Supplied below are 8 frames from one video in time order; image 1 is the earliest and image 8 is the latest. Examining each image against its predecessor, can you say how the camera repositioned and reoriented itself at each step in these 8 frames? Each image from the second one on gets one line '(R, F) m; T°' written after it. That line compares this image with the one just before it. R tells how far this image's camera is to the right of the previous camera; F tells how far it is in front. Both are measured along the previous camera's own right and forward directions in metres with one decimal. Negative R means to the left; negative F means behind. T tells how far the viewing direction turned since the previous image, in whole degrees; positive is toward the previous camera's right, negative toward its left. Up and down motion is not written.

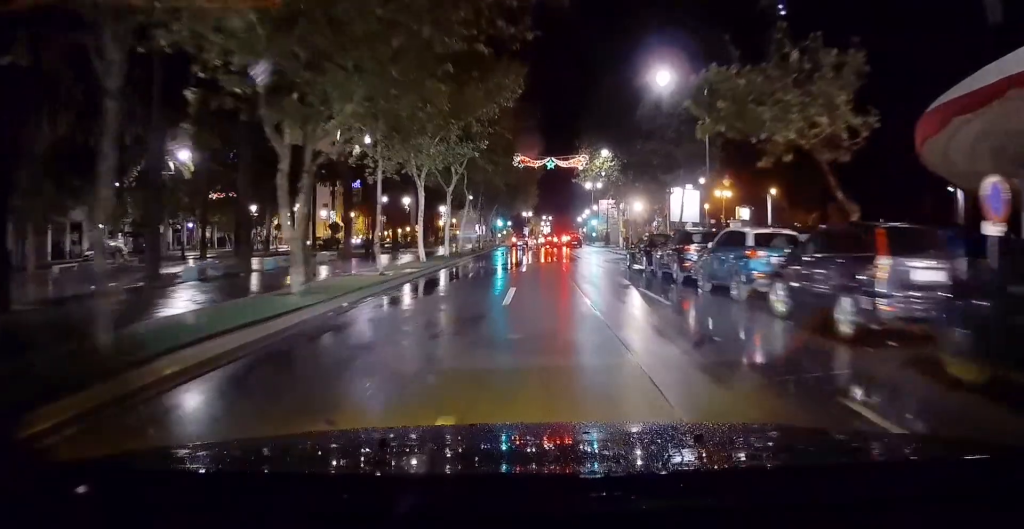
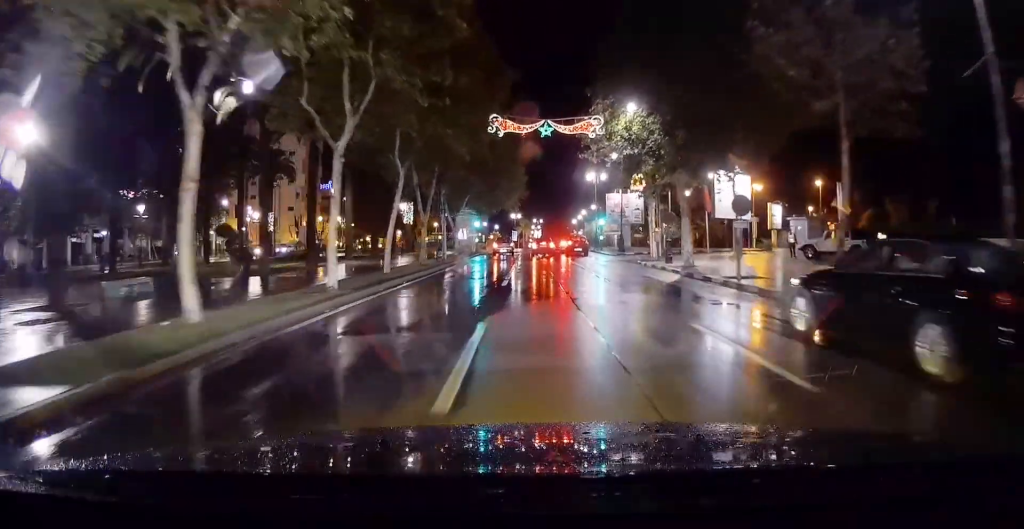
(-0.1, +18.1) m; 0°
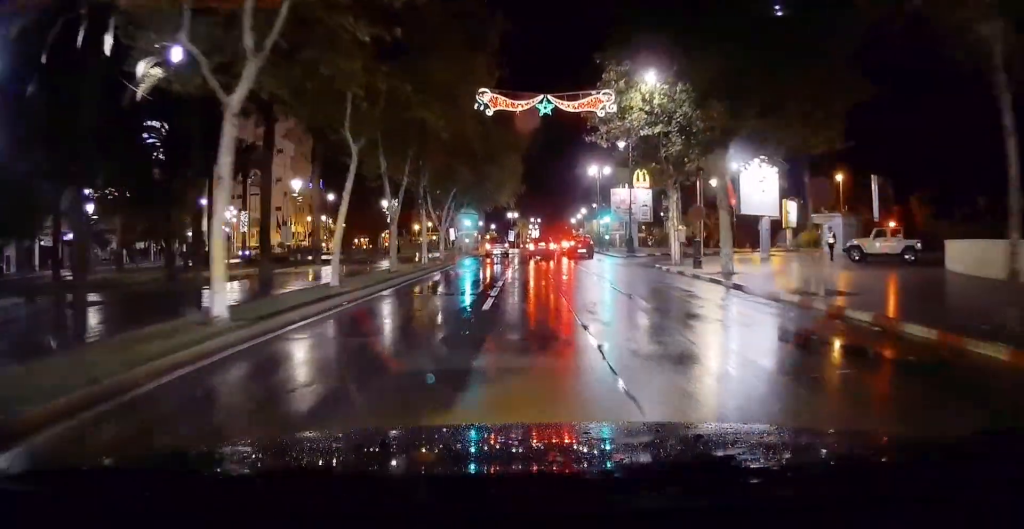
(0.0, +6.1) m; -2°
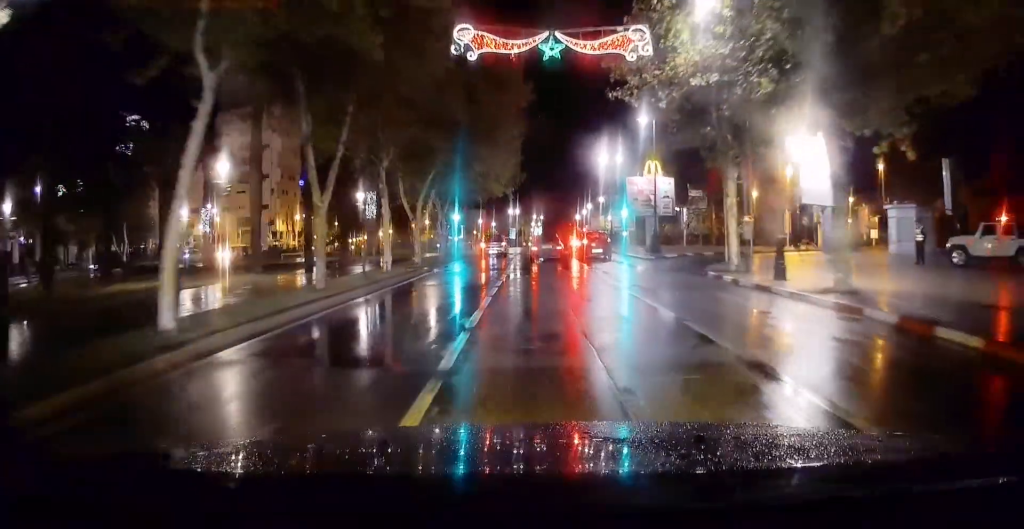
(-0.5, +8.8) m; -4°
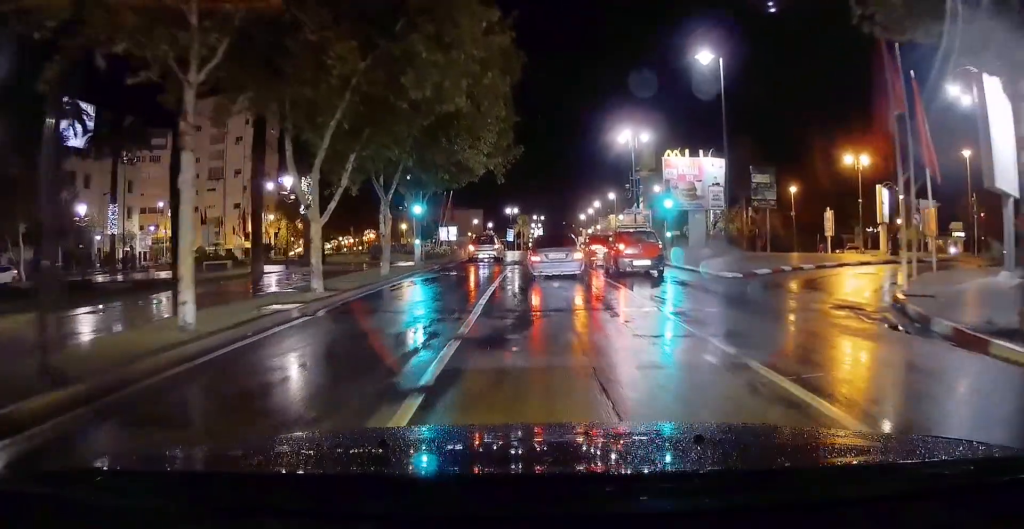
(+0.7, +14.0) m; +7°
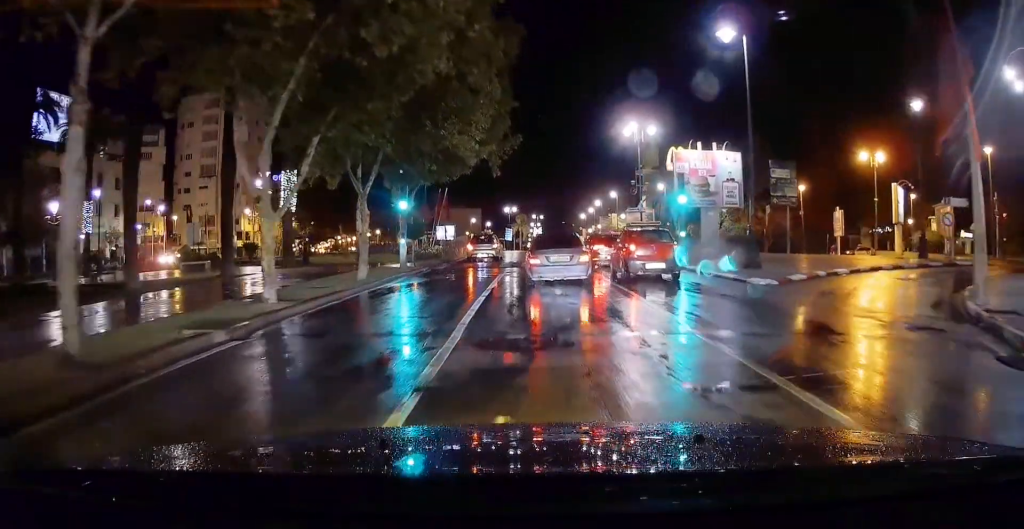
(+0.1, +3.2) m; 0°
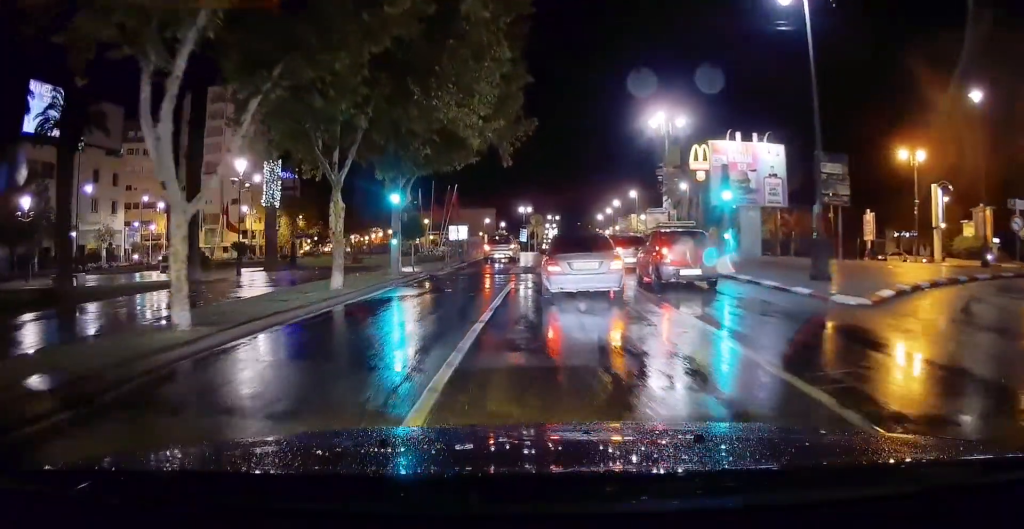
(-0.2, +4.4) m; -3°
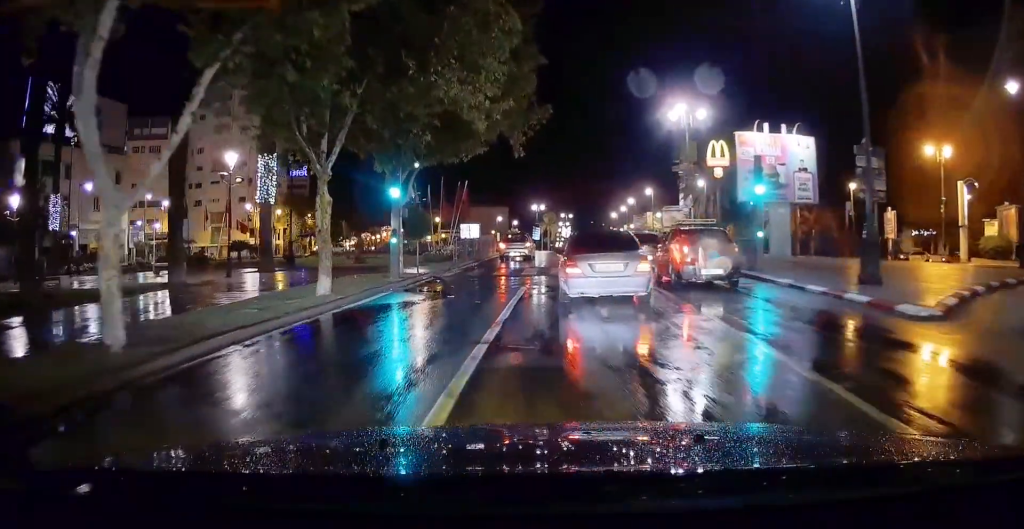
(-0.1, +2.0) m; -1°
